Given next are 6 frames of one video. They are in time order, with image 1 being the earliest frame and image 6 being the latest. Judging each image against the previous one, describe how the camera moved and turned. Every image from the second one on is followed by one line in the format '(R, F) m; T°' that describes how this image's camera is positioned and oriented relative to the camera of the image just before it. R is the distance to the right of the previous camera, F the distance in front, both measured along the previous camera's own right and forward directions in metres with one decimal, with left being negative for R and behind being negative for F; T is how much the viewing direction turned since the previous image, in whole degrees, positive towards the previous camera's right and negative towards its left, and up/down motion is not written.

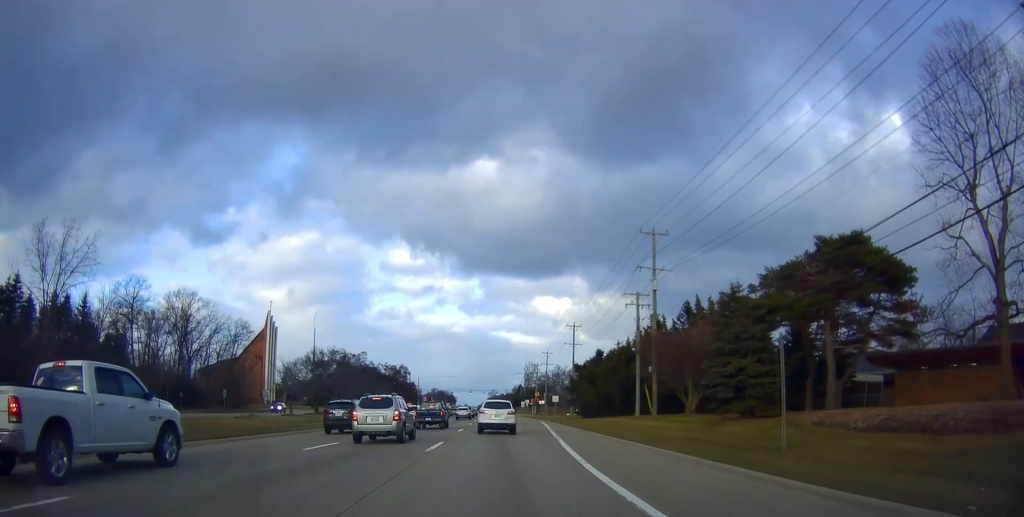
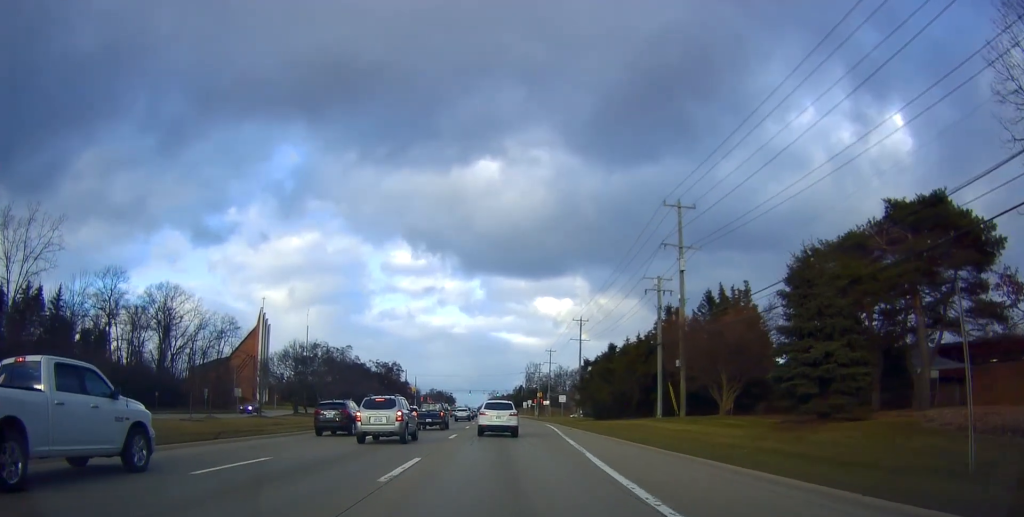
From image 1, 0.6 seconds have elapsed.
(+0.1, +7.3) m; +1°
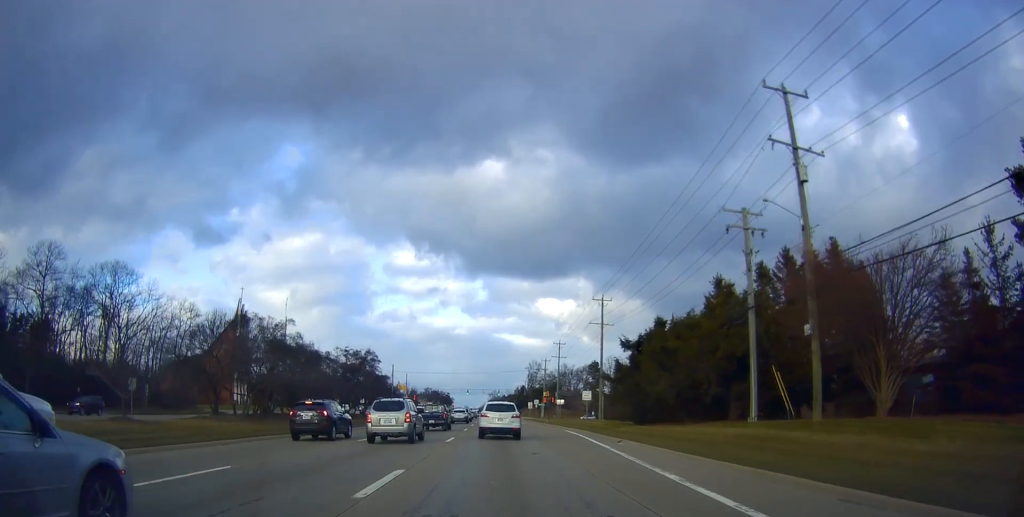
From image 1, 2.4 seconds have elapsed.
(+0.2, +18.2) m; 0°
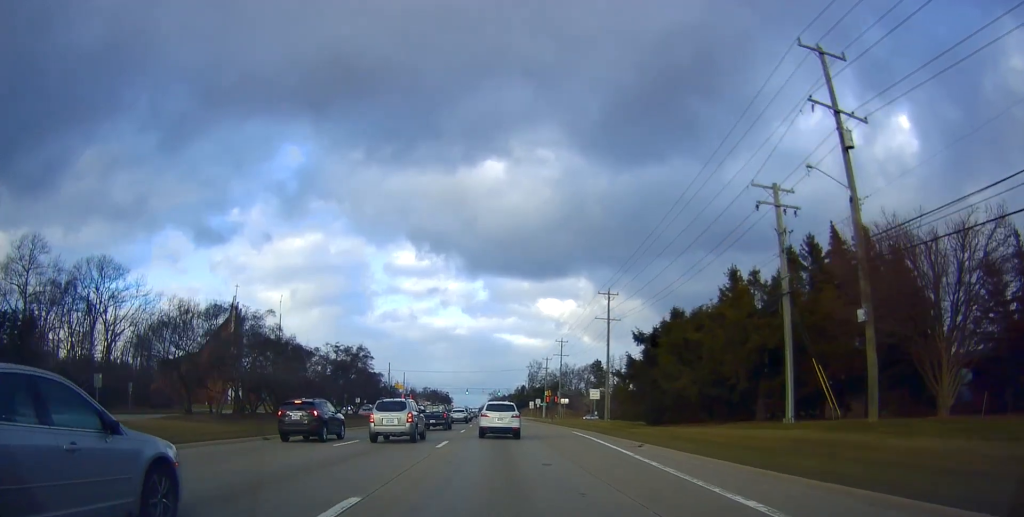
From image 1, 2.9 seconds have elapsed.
(-0.2, +3.9) m; +1°
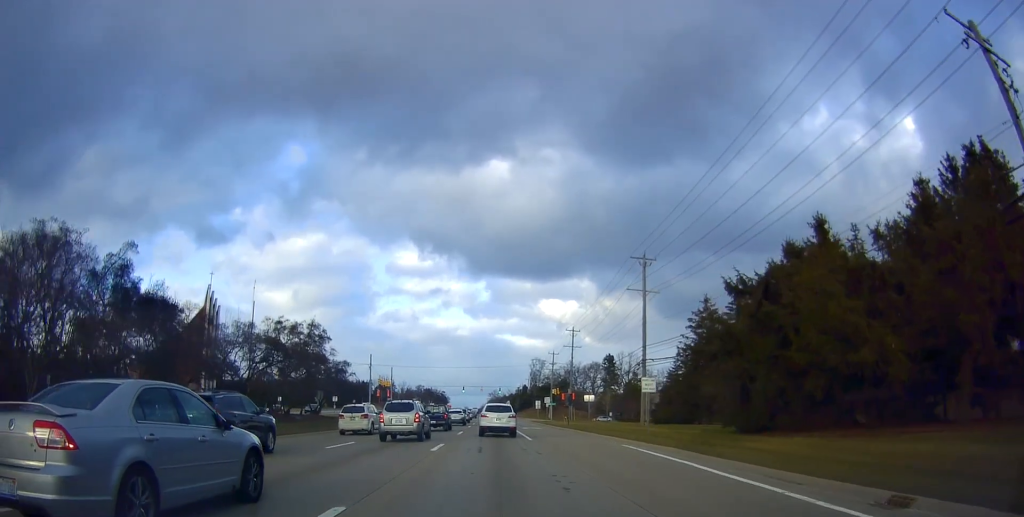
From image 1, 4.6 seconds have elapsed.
(+0.7, +15.9) m; +1°
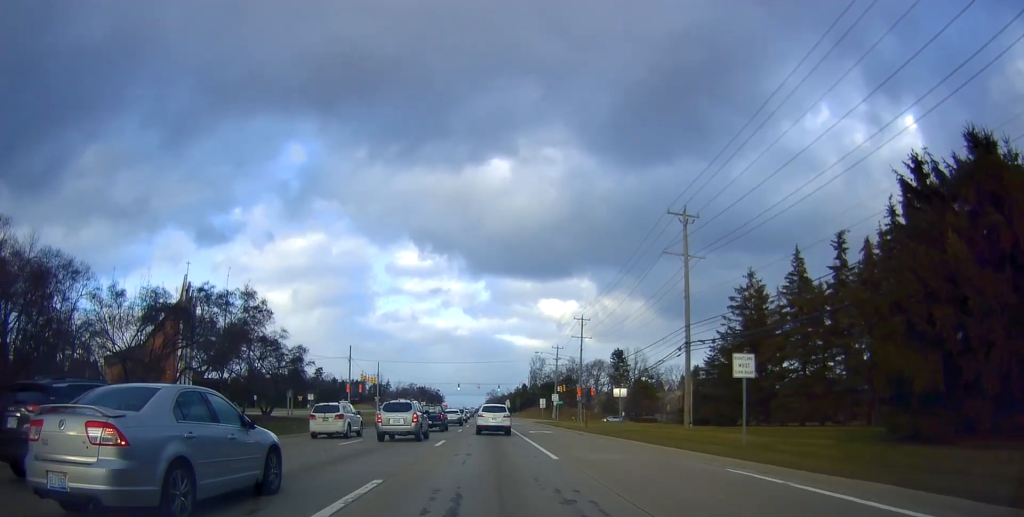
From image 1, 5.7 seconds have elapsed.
(-0.5, +11.8) m; -3°
